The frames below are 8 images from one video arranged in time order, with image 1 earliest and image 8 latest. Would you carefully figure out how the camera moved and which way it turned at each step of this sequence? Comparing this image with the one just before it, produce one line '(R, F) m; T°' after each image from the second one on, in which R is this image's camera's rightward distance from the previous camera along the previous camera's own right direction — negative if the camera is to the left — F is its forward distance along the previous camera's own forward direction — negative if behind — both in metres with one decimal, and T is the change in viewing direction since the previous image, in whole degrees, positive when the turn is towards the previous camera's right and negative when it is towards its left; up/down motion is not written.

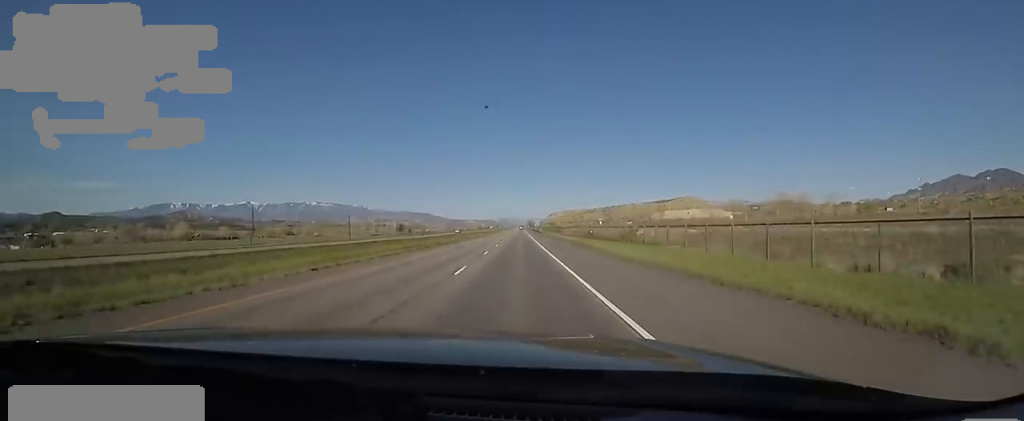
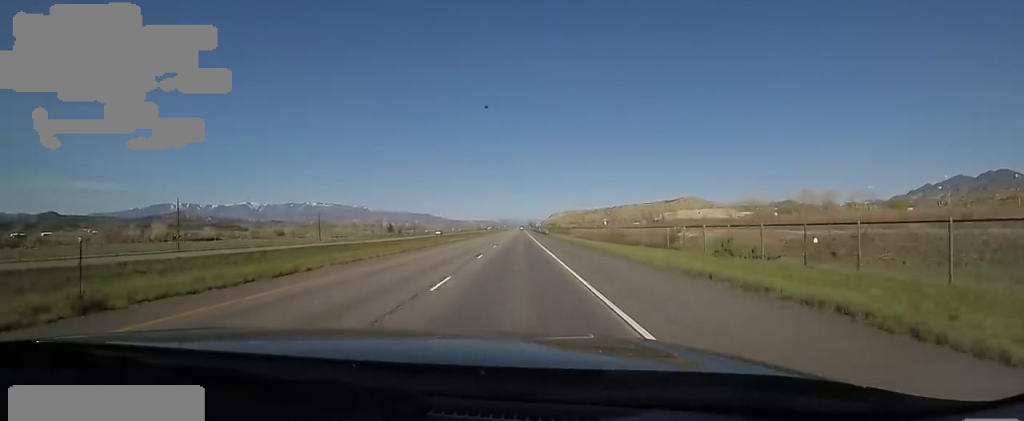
(-1.0, +28.0) m; 0°
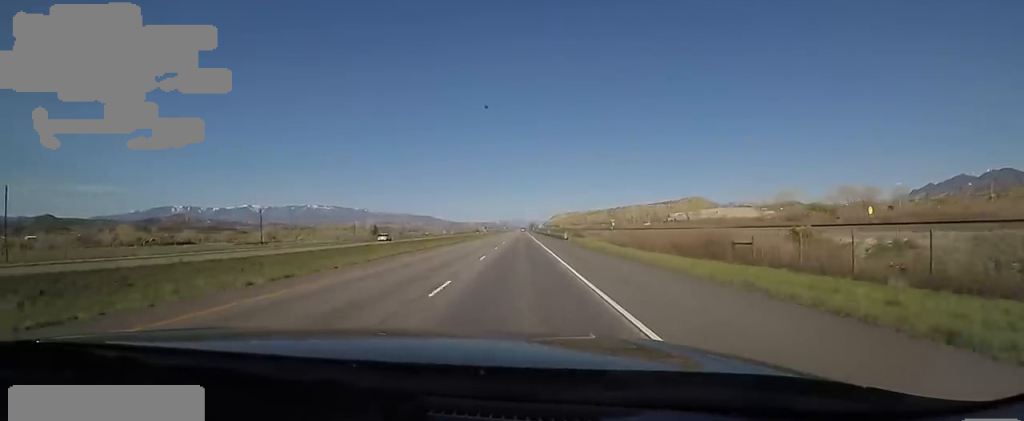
(+0.6, +36.8) m; 0°
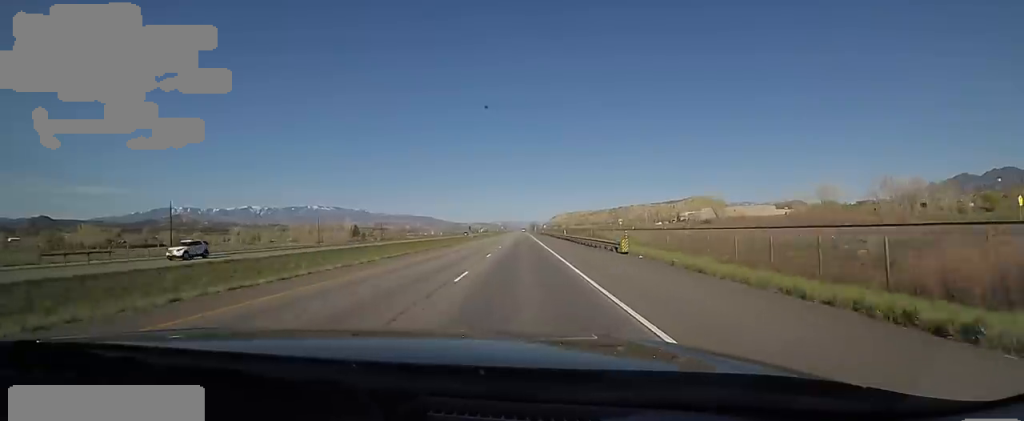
(-0.9, +33.7) m; 0°
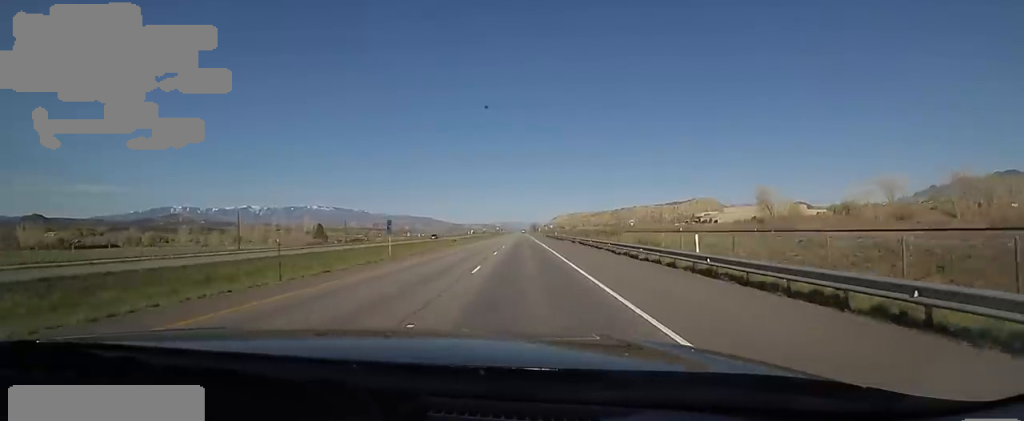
(+1.0, +45.3) m; 0°
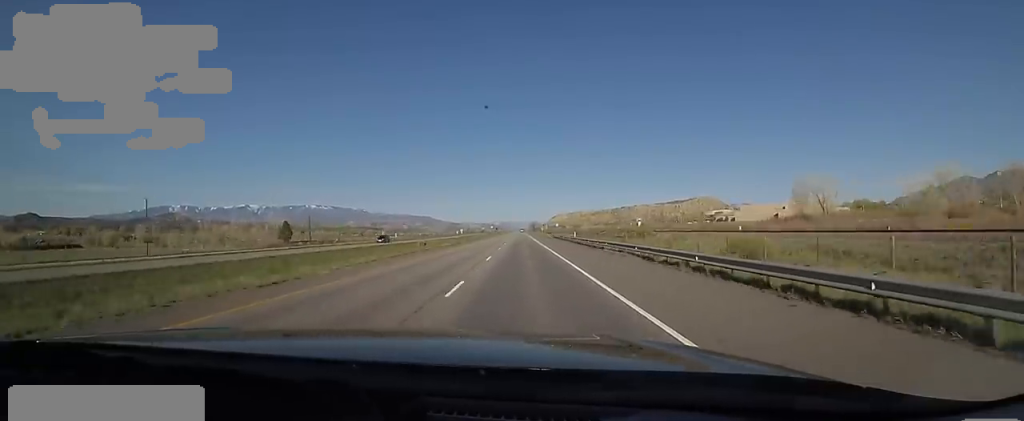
(-1.1, +29.6) m; 0°
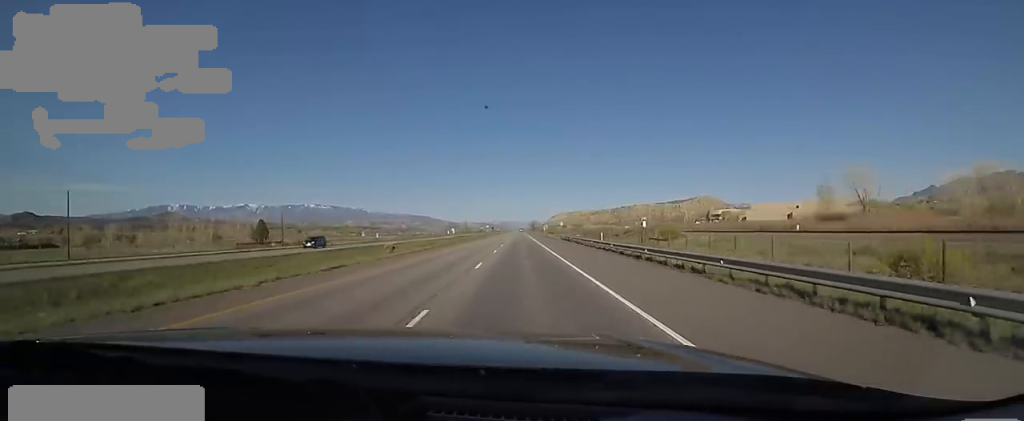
(+0.7, +17.1) m; 0°
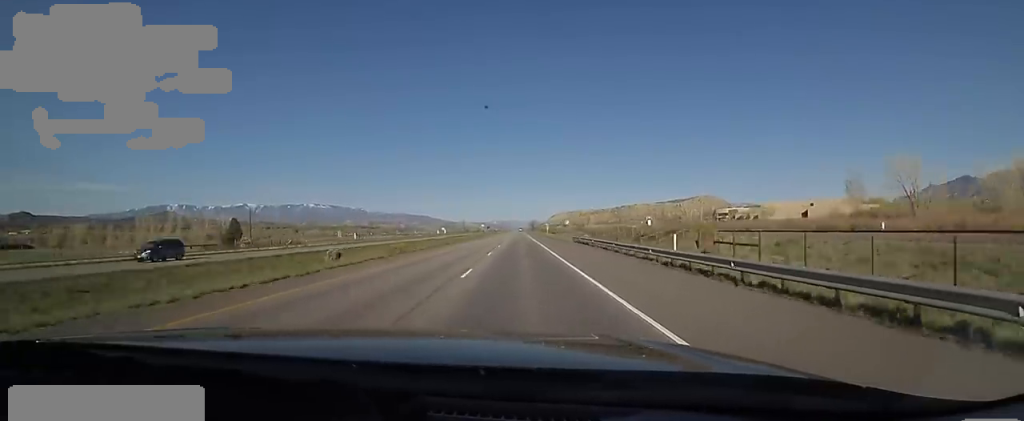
(+0.6, +16.0) m; 0°
